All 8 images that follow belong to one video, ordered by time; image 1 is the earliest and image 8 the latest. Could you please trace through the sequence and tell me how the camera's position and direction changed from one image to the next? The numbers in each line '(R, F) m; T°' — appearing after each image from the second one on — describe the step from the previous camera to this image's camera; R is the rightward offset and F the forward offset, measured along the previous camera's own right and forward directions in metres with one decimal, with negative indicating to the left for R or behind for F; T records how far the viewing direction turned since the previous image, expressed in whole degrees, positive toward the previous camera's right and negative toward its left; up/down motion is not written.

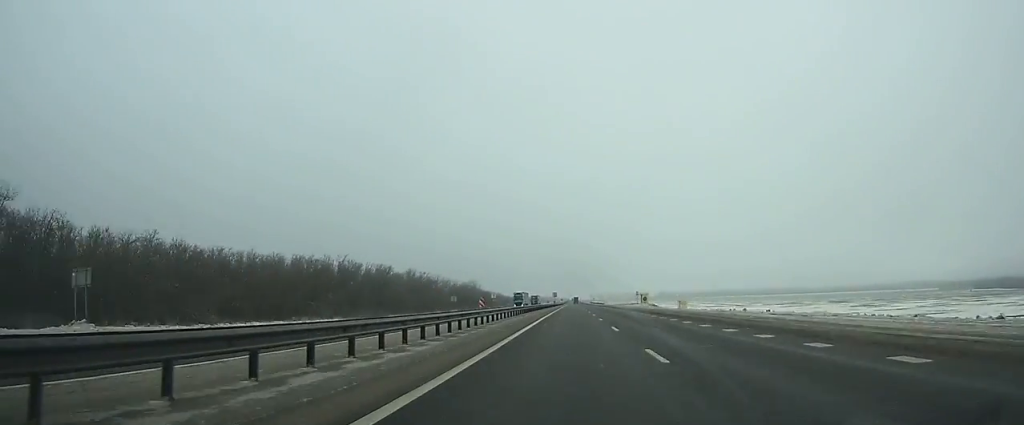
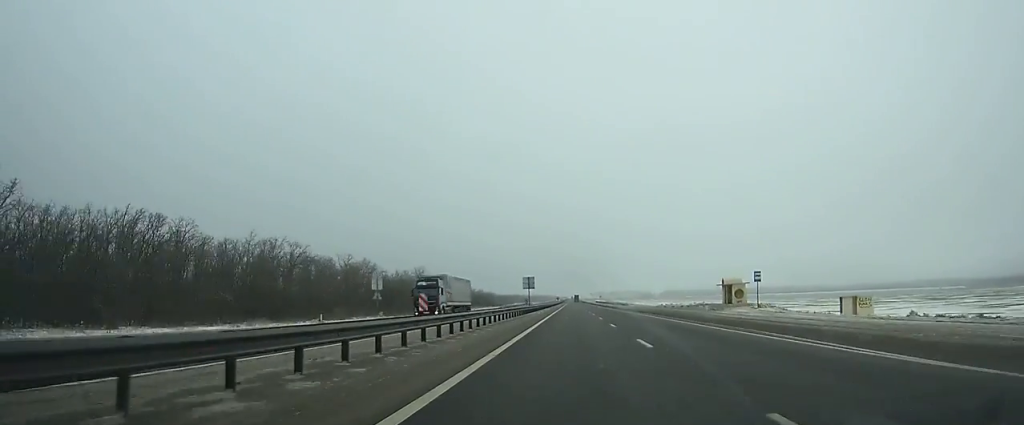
(-0.1, +88.9) m; 0°
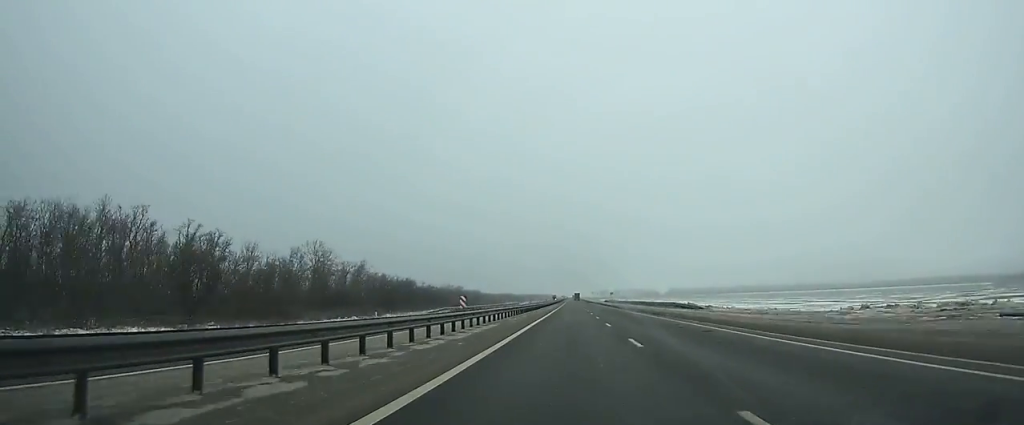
(+0.2, +70.3) m; 0°
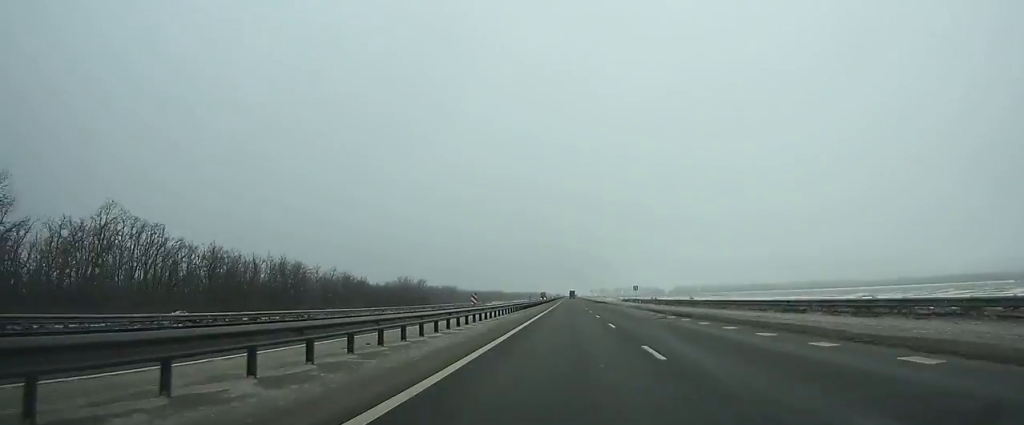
(+0.1, +74.1) m; 0°
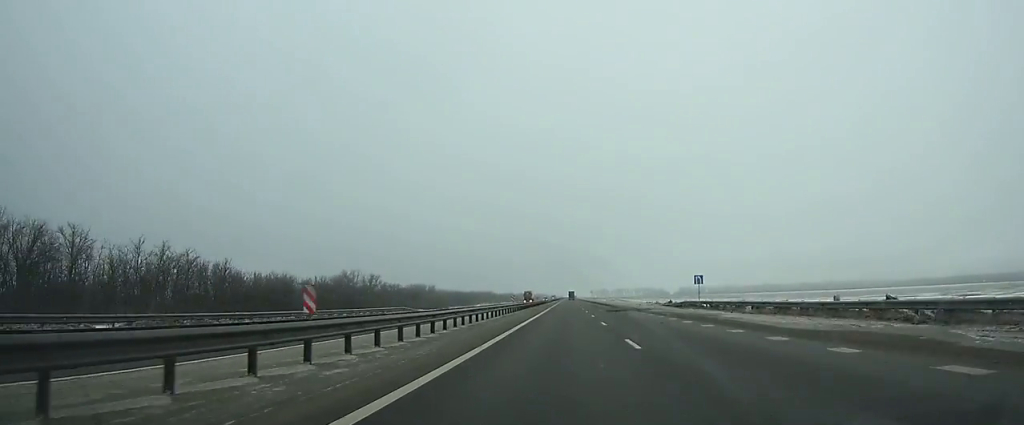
(0.0, +55.6) m; 0°
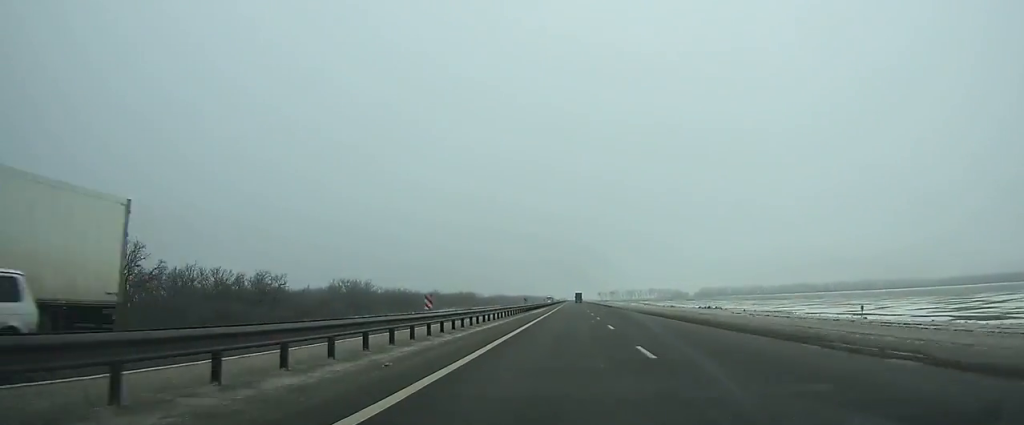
(-0.1, +110.3) m; 0°
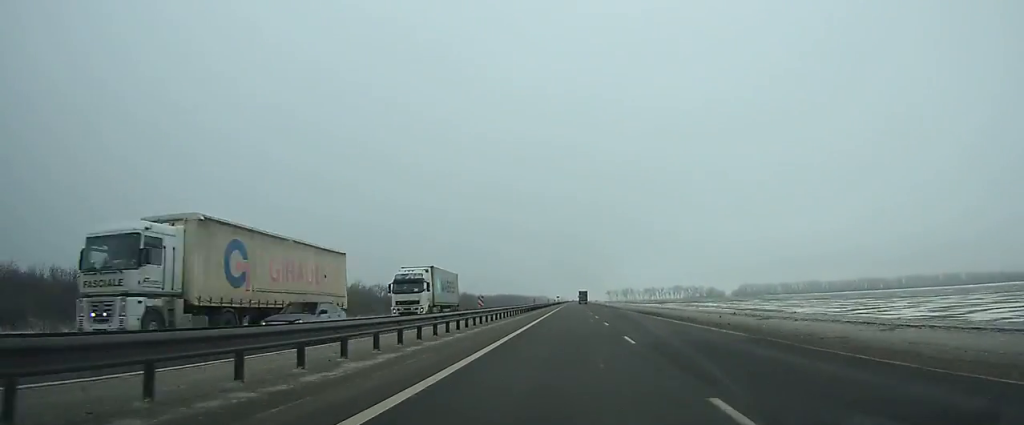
(0.0, +189.5) m; 0°
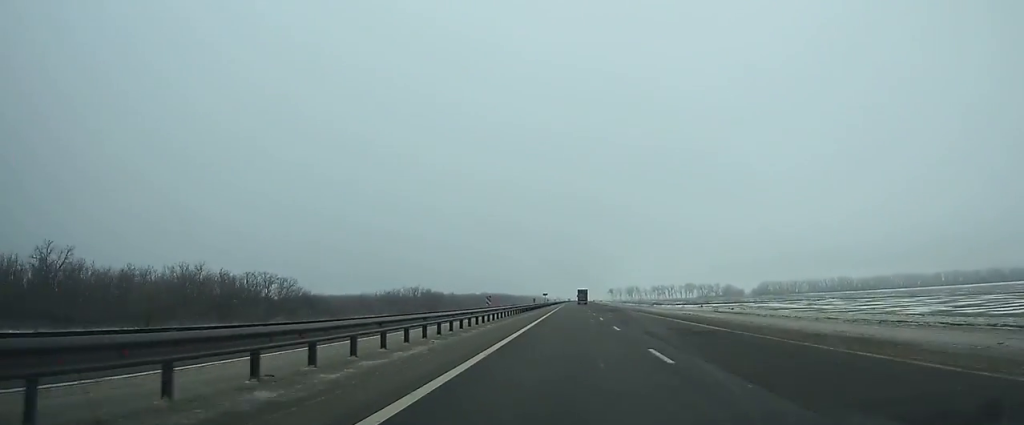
(-0.1, +77.4) m; 0°
